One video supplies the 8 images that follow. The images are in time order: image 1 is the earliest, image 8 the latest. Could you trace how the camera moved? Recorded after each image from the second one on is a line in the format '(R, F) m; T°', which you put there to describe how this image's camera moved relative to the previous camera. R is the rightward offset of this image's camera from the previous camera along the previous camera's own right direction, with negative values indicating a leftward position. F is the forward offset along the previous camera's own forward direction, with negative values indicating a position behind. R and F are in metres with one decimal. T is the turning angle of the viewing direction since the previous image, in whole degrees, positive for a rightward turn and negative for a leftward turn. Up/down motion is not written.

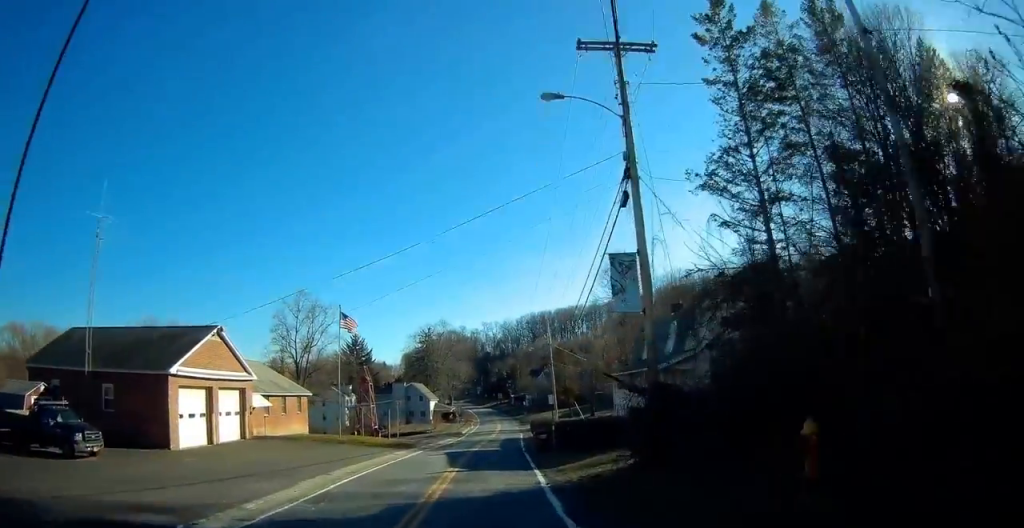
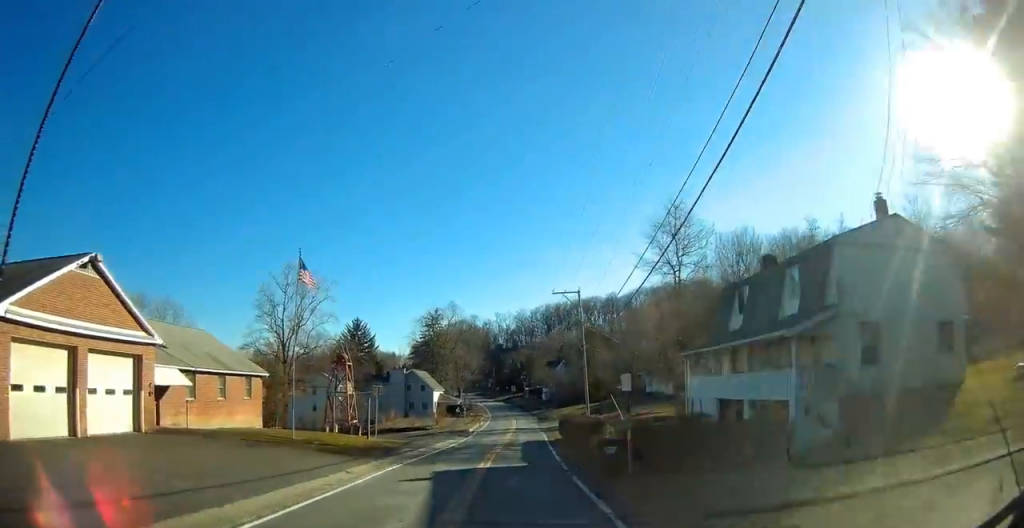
(-0.1, +12.7) m; 0°
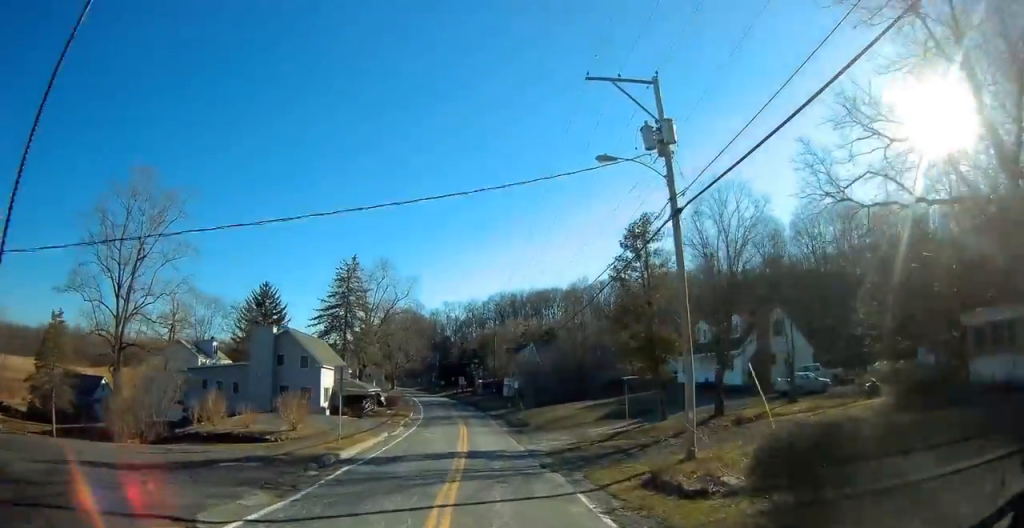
(+1.0, +33.9) m; +4°
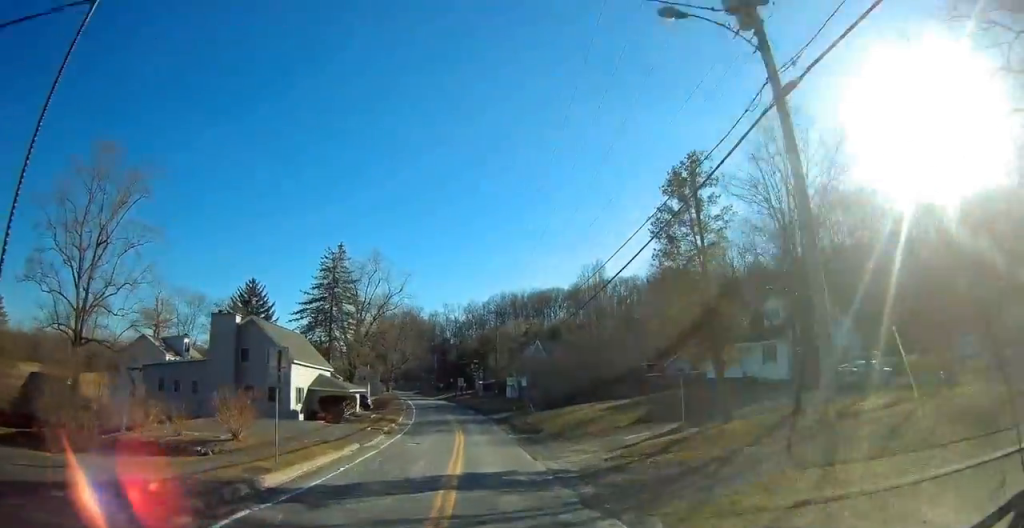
(+0.1, +7.2) m; +1°
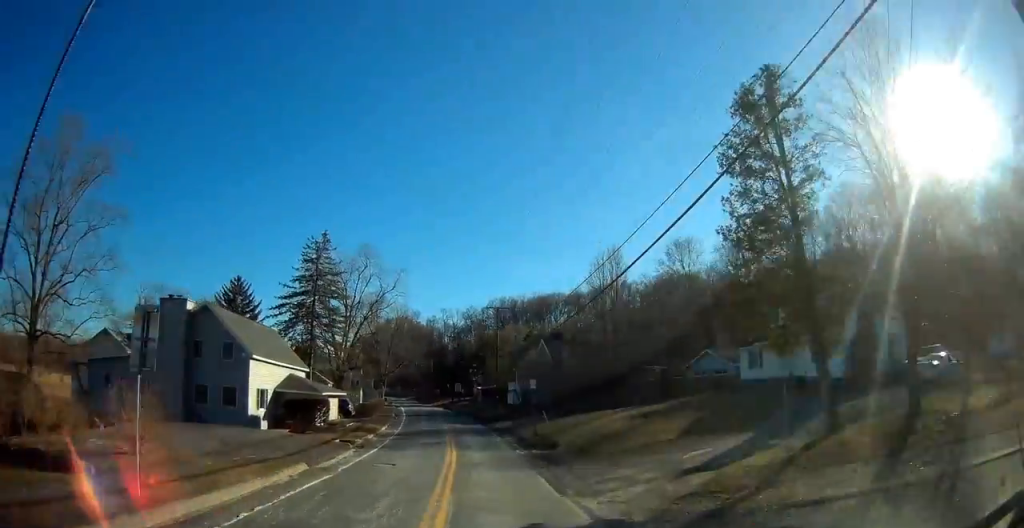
(+0.1, +6.7) m; 0°
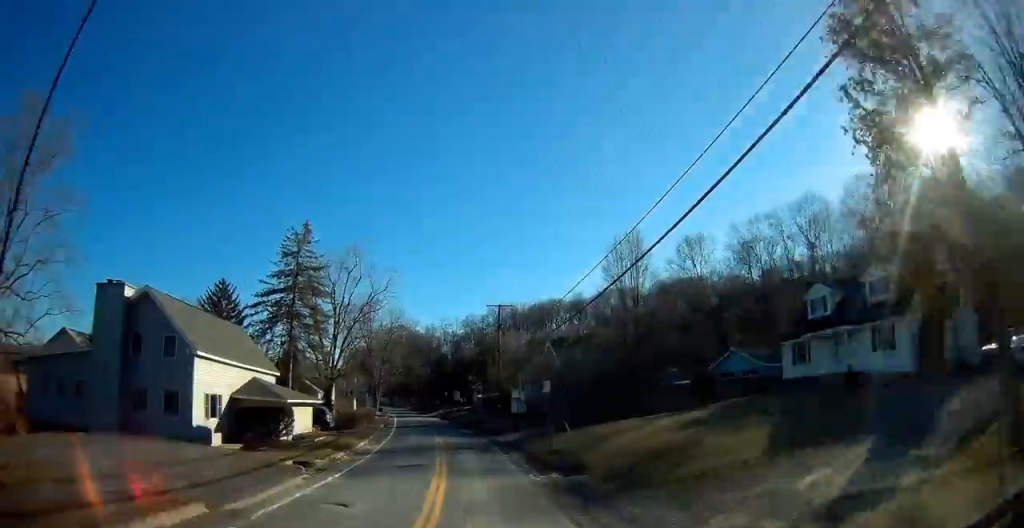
(0.0, +6.4) m; -1°
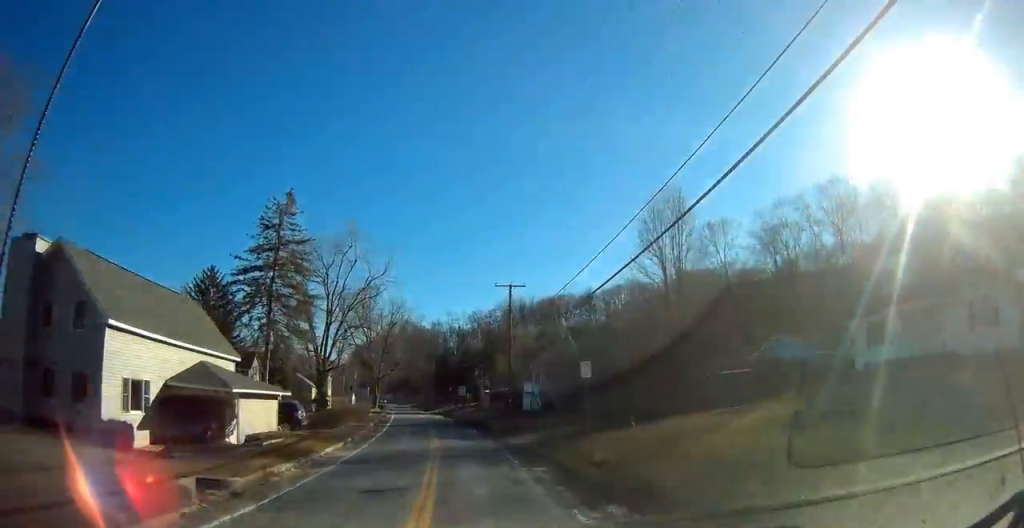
(0.0, +7.3) m; -1°
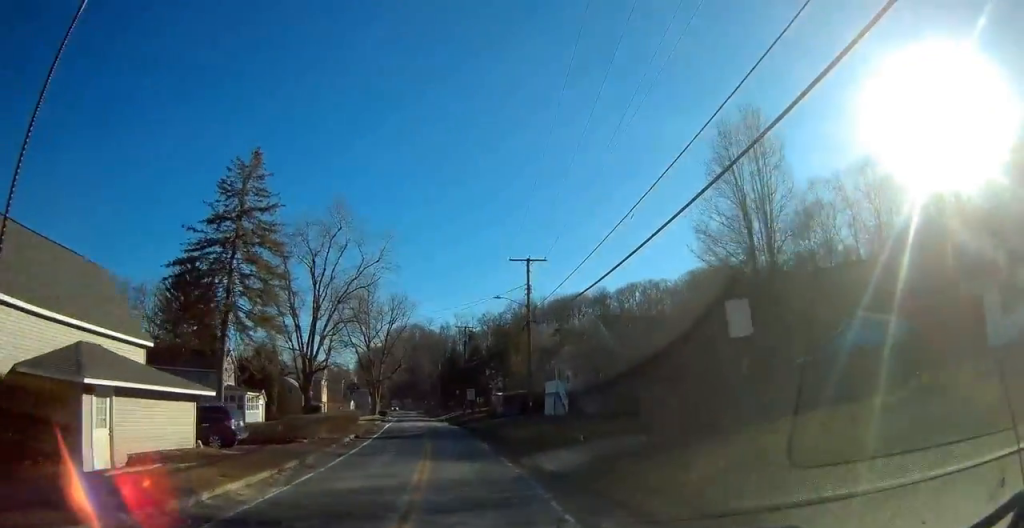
(-0.2, +9.4) m; -1°
